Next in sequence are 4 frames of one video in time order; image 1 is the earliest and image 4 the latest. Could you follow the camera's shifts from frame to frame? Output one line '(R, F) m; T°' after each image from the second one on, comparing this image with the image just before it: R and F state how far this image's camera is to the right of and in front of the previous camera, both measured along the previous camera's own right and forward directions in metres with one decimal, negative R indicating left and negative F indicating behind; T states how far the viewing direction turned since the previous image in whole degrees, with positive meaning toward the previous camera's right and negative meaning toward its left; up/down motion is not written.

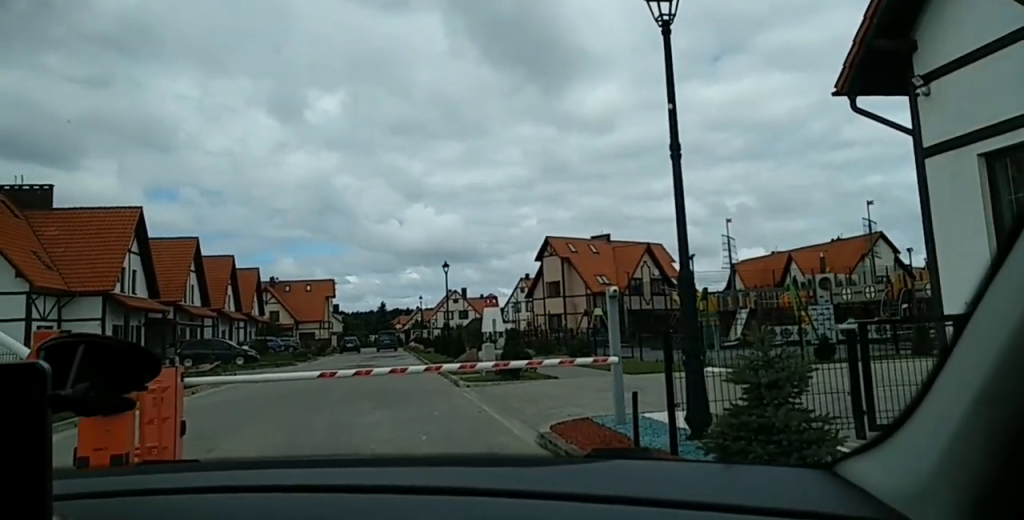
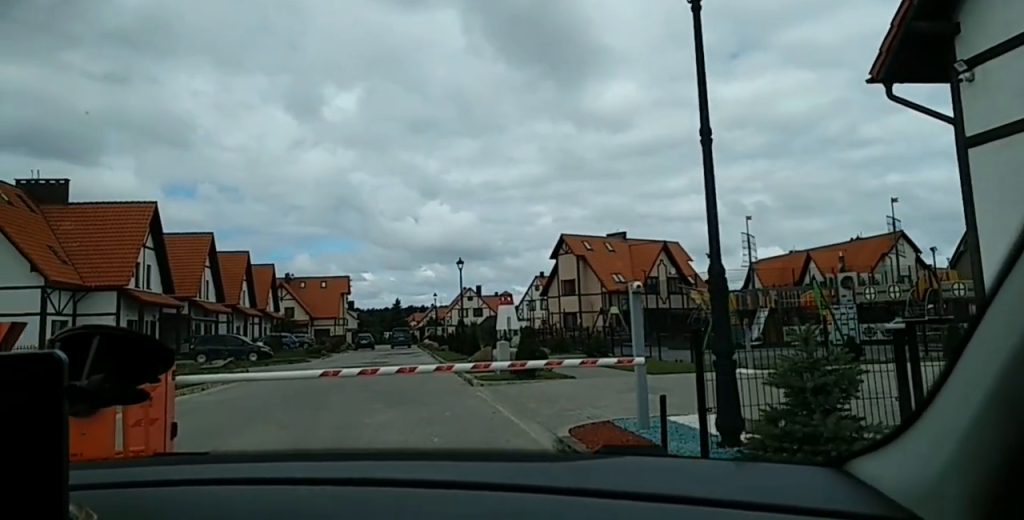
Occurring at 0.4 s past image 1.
(-0.2, +0.7) m; -3°
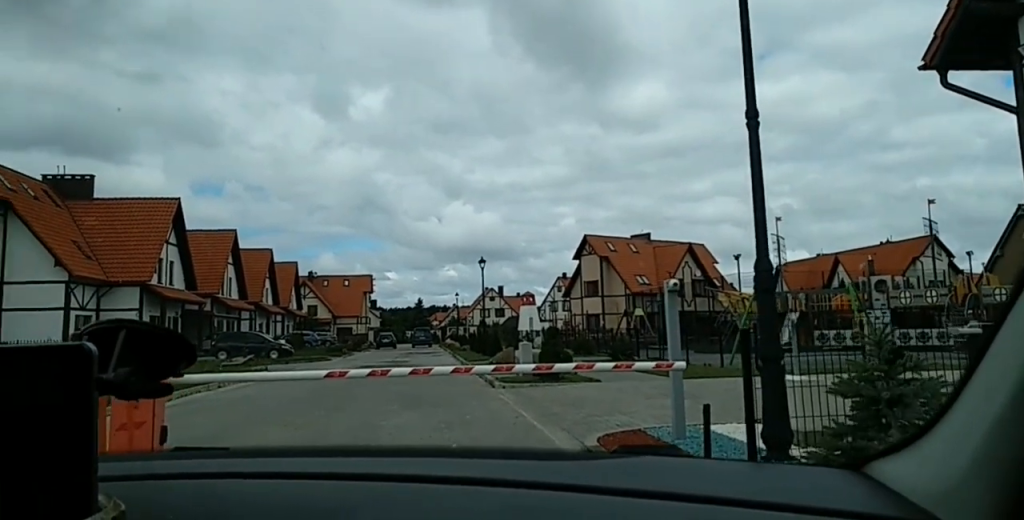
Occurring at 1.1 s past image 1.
(-0.1, +1.1) m; -4°
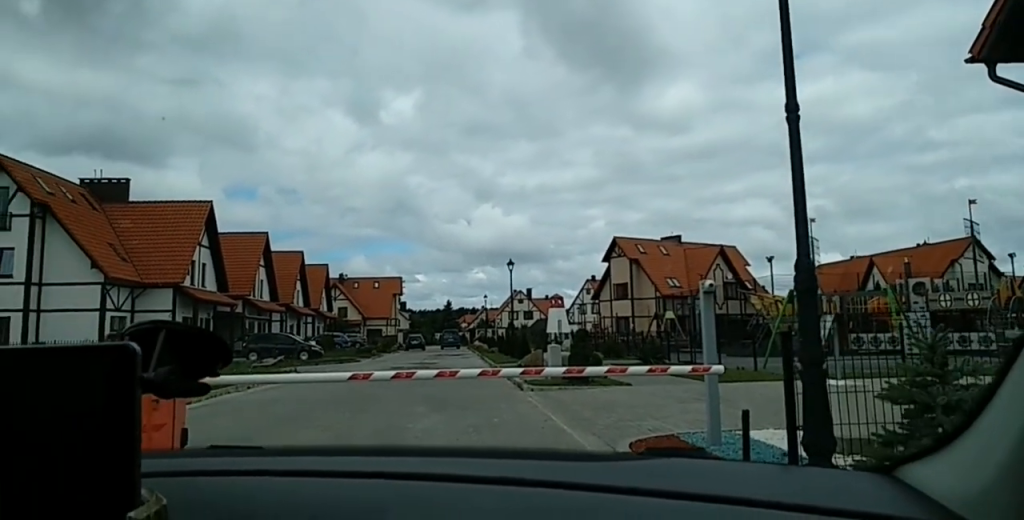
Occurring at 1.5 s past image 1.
(+0.1, +0.5) m; 0°
